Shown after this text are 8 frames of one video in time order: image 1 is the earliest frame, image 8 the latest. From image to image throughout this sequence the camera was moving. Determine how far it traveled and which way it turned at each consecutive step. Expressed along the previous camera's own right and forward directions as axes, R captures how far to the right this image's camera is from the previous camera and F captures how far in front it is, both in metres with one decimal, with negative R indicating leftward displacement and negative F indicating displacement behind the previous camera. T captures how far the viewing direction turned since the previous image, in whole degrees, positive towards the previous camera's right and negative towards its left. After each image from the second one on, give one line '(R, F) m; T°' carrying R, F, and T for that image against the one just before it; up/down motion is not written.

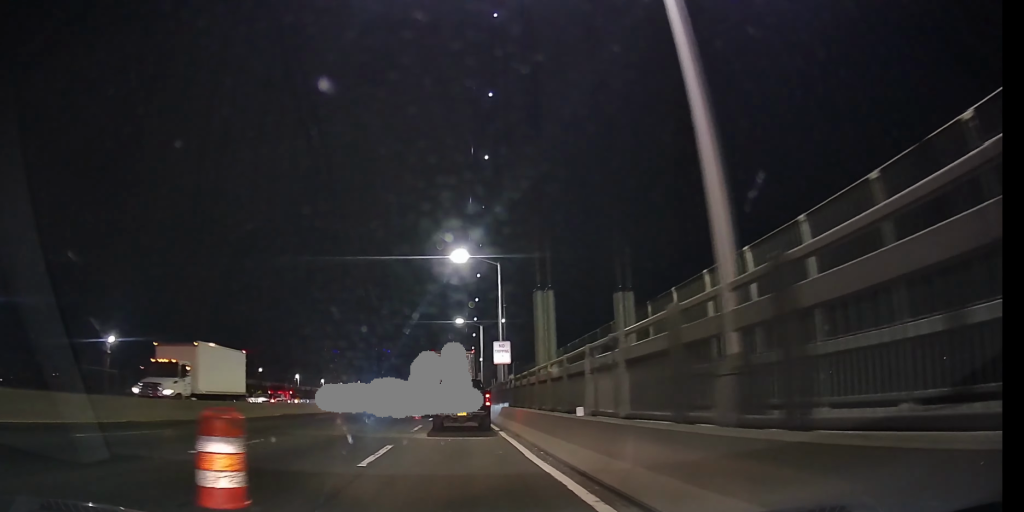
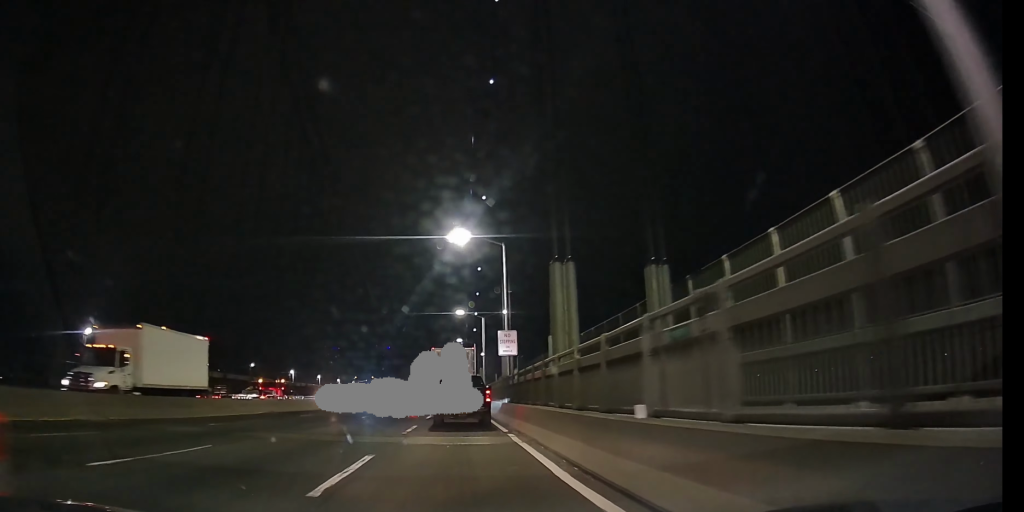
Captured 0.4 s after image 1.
(+0.1, +3.2) m; 0°
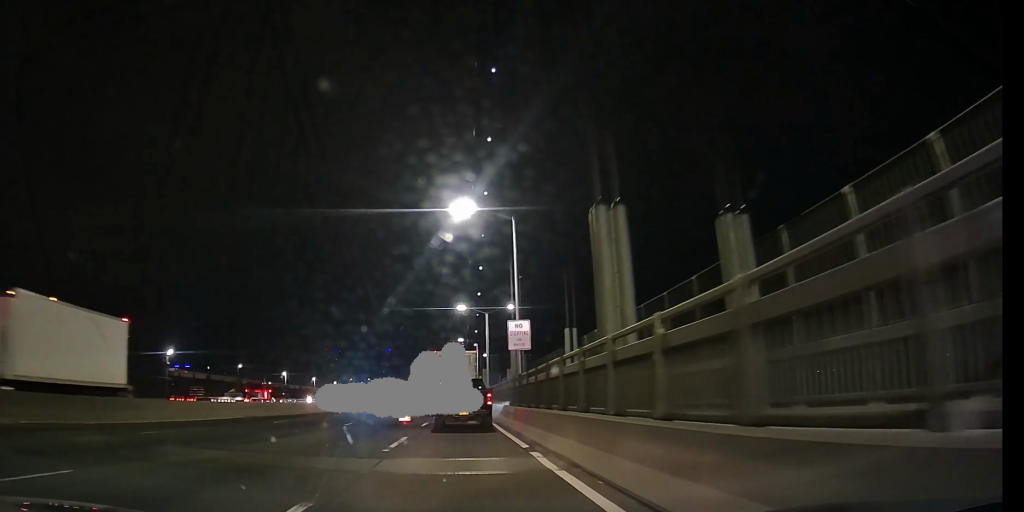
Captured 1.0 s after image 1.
(-0.1, +4.7) m; 0°
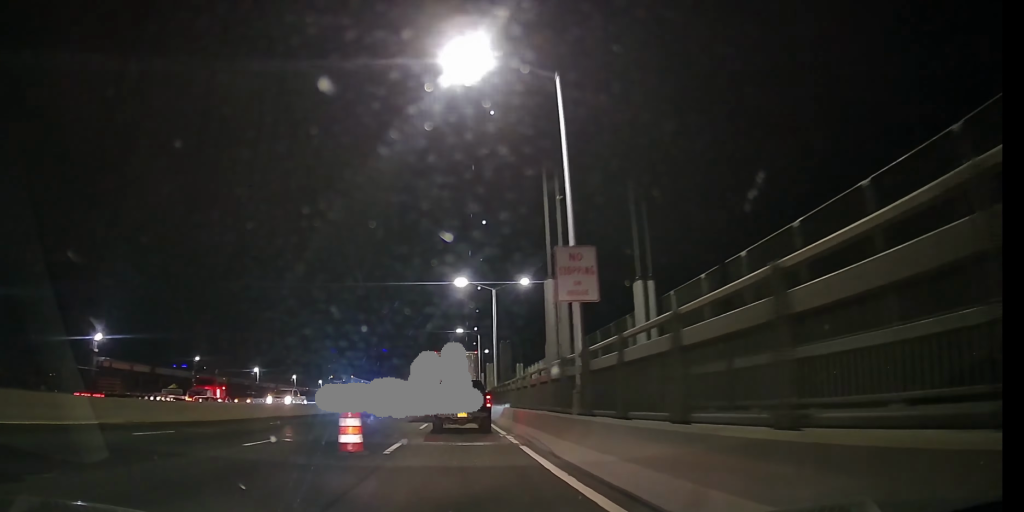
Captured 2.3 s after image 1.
(+0.2, +11.4) m; +4°
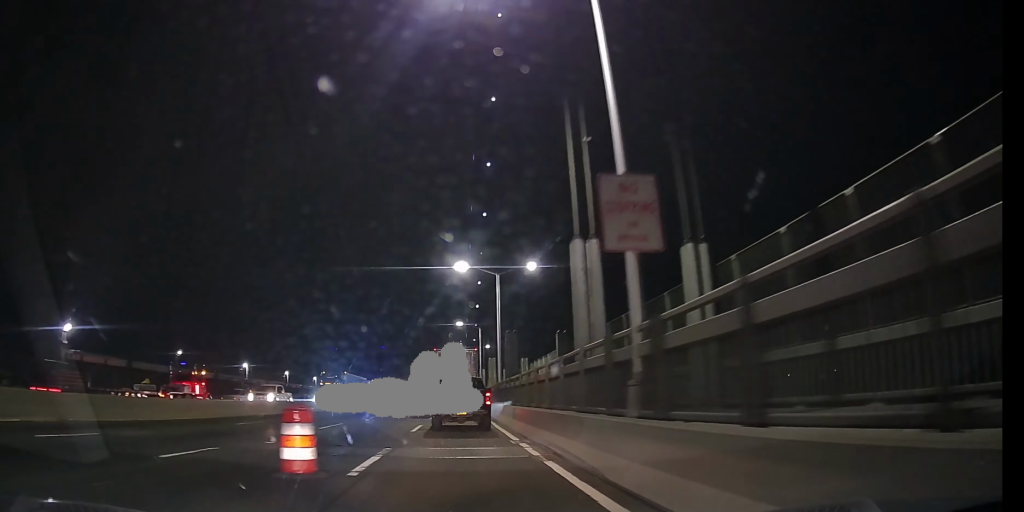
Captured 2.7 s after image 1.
(+0.1, +3.9) m; 0°
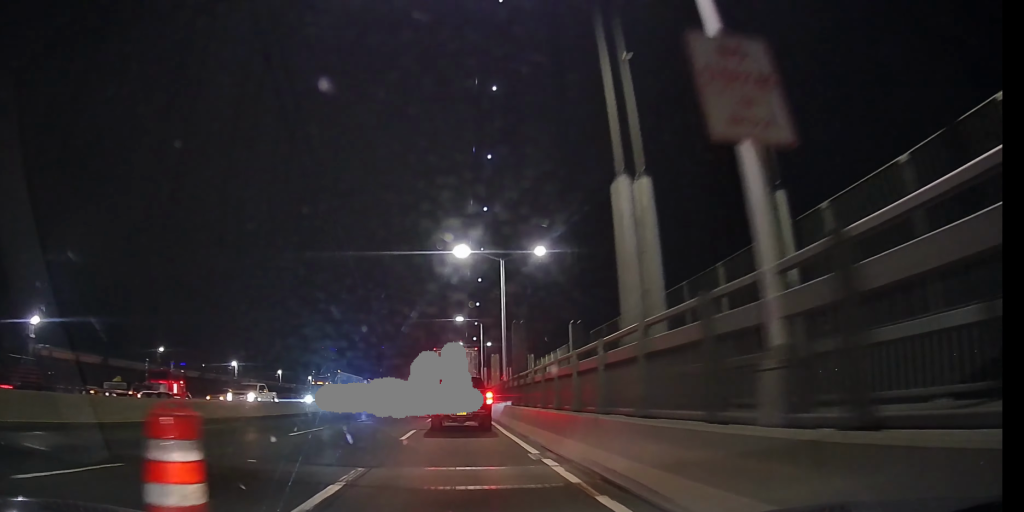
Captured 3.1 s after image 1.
(+0.1, +3.7) m; -1°
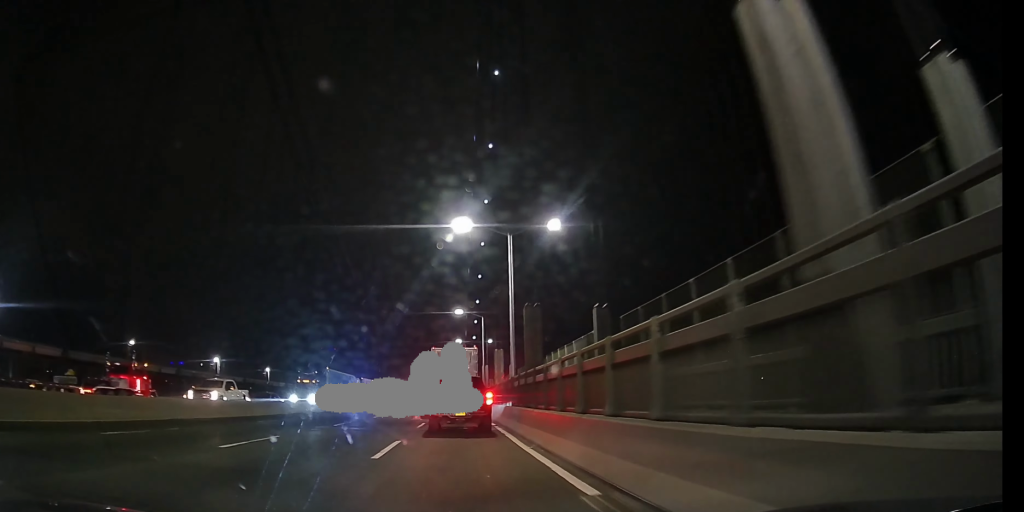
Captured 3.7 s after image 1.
(0.0, +5.0) m; -1°
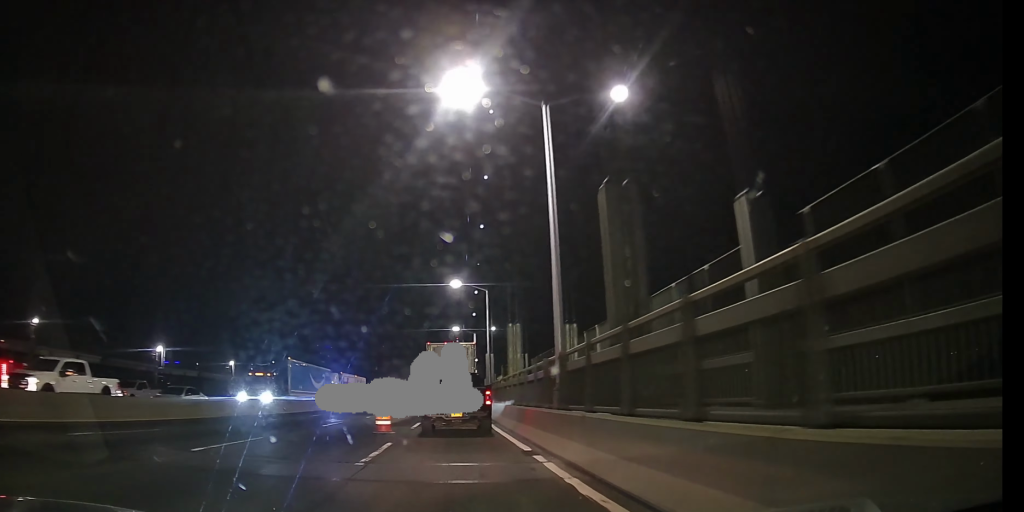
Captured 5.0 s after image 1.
(-0.5, +13.0) m; -2°
